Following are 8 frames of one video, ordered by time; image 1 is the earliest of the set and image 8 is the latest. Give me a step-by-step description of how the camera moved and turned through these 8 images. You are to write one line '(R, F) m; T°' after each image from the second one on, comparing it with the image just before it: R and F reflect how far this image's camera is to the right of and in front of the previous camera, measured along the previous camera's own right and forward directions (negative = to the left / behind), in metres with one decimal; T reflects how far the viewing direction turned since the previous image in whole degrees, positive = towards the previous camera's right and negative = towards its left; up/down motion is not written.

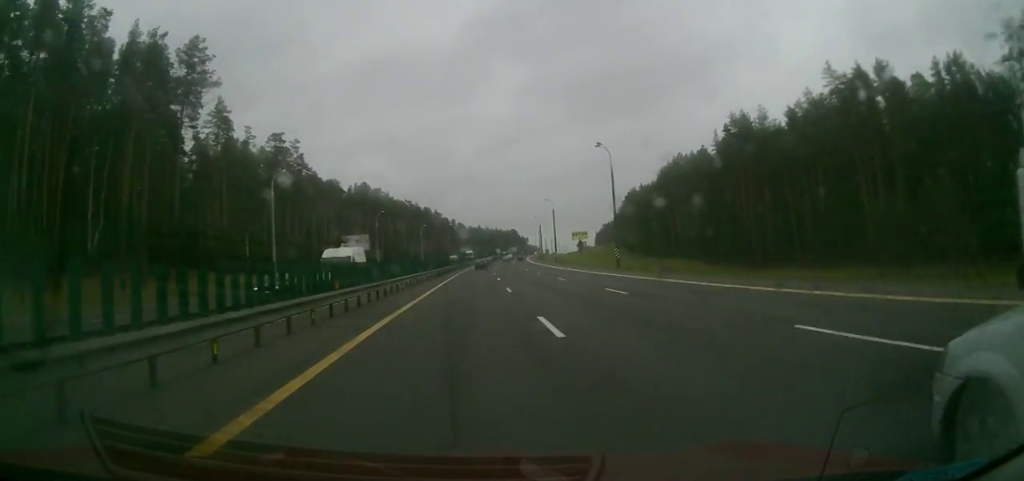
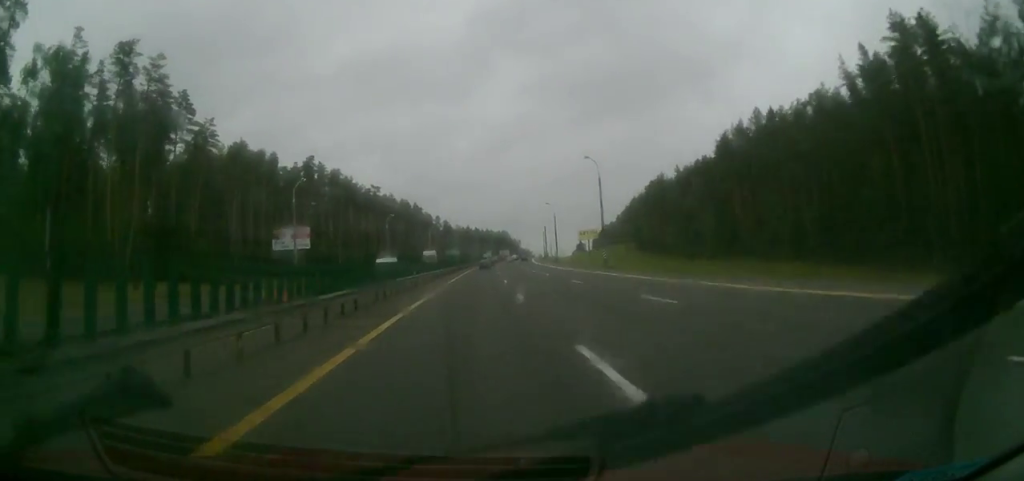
(+0.1, +52.1) m; +1°
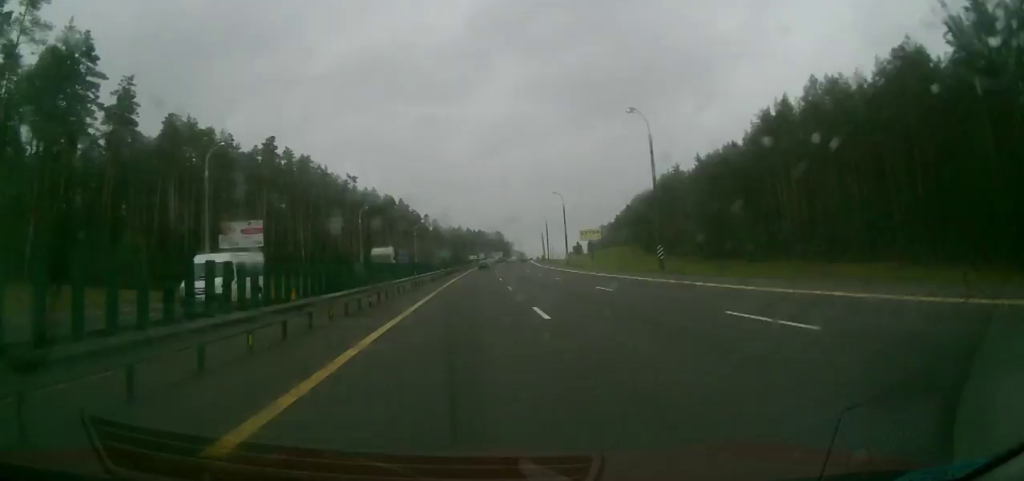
(+0.1, +23.3) m; +1°
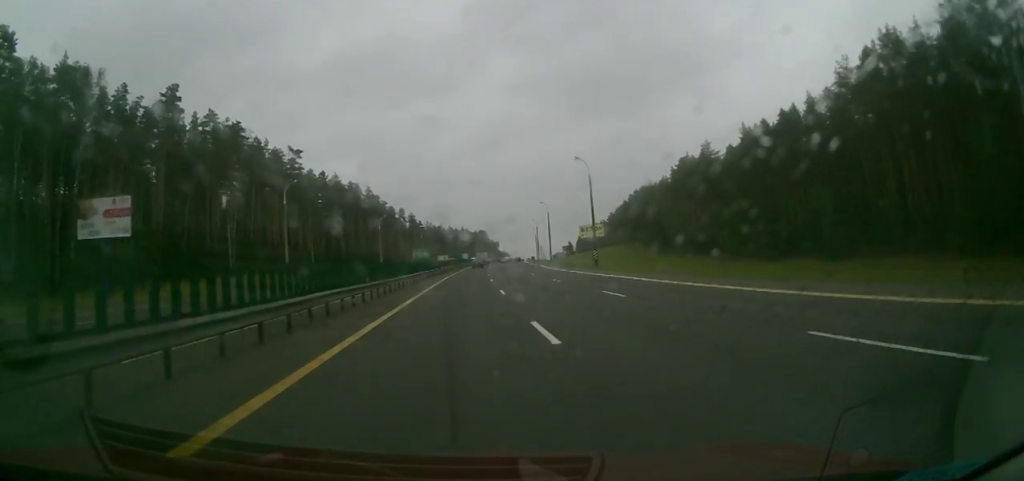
(+0.2, +36.4) m; +2°
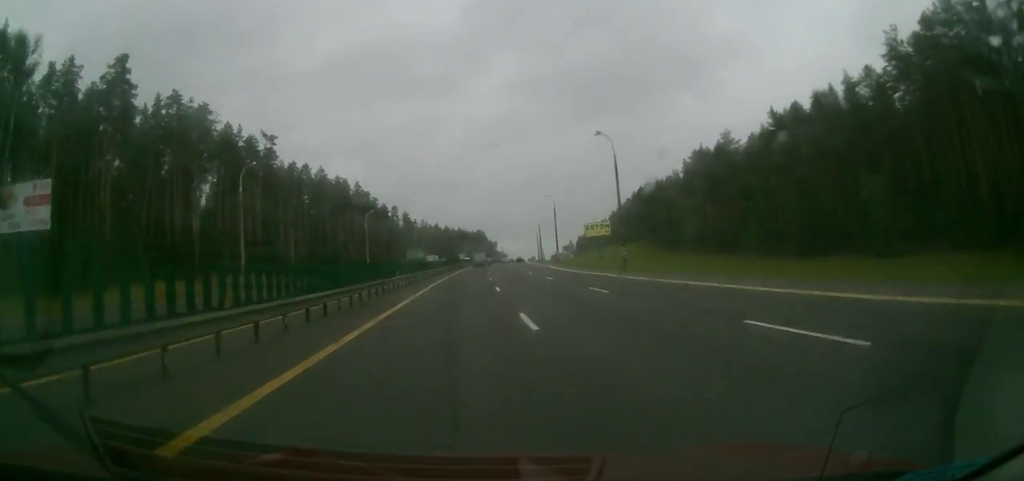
(+0.3, +13.8) m; 0°
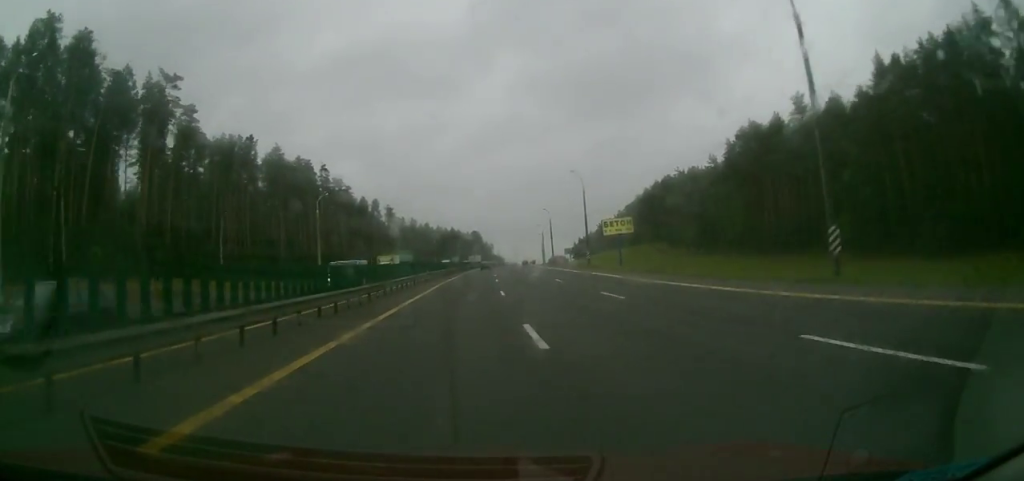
(+0.1, +34.6) m; 0°
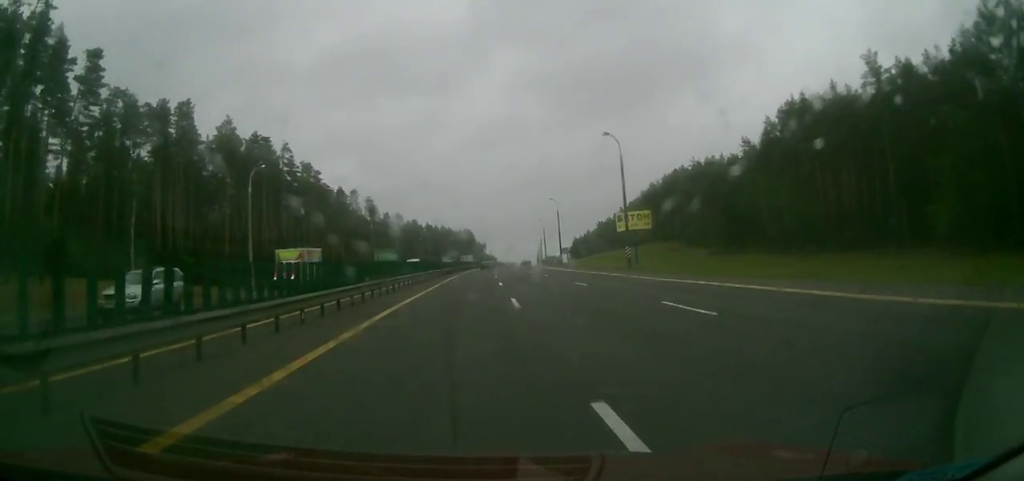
(+0.3, +24.2) m; +2°
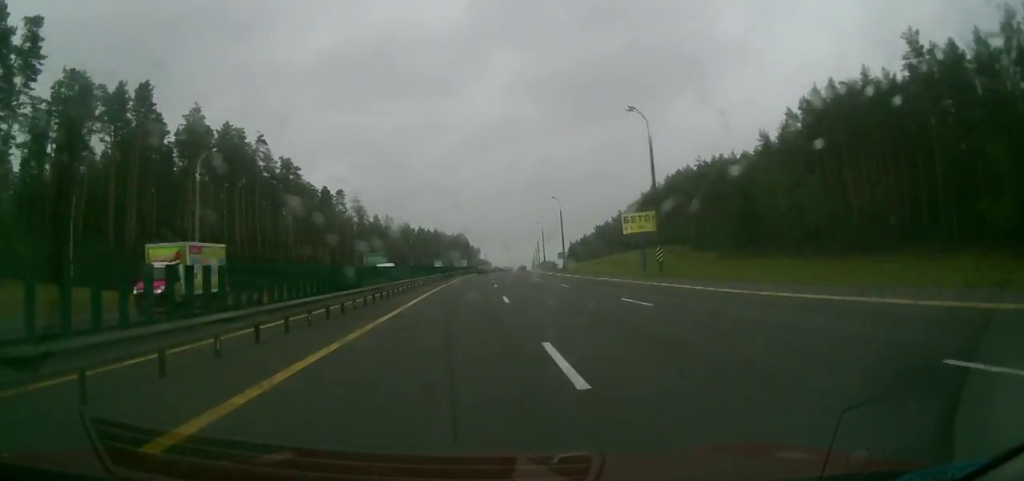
(+0.1, +11.2) m; +1°
